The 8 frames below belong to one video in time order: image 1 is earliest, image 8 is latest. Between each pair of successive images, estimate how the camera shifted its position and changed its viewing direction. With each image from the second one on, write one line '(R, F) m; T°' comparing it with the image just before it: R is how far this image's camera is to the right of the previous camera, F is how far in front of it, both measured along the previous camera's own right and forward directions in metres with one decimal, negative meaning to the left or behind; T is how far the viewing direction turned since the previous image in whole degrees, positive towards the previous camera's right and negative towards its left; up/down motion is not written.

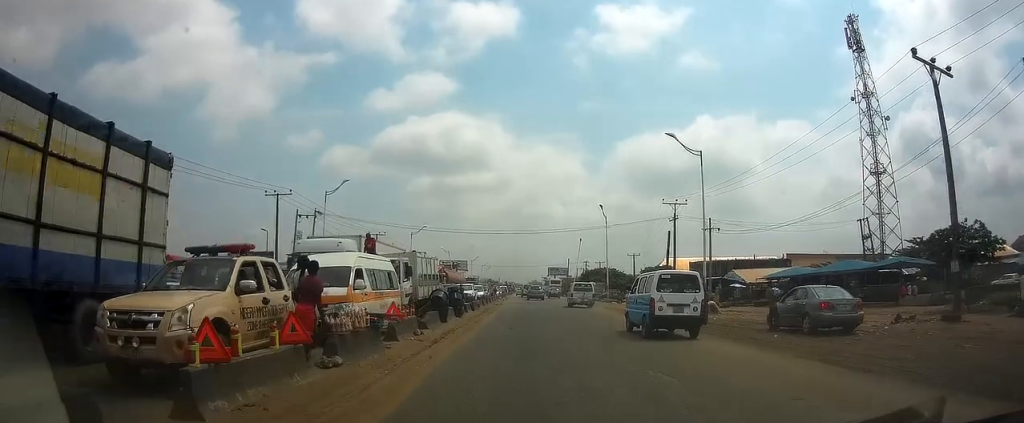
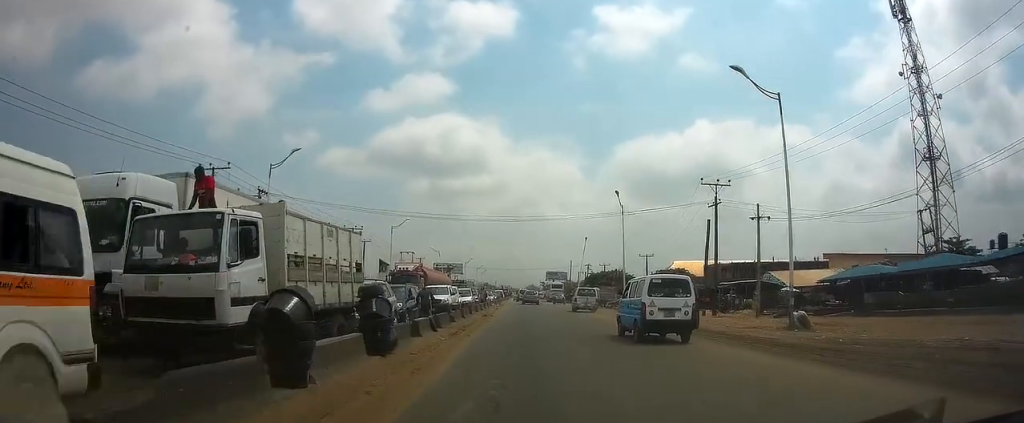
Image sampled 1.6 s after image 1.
(+0.1, +12.4) m; +1°
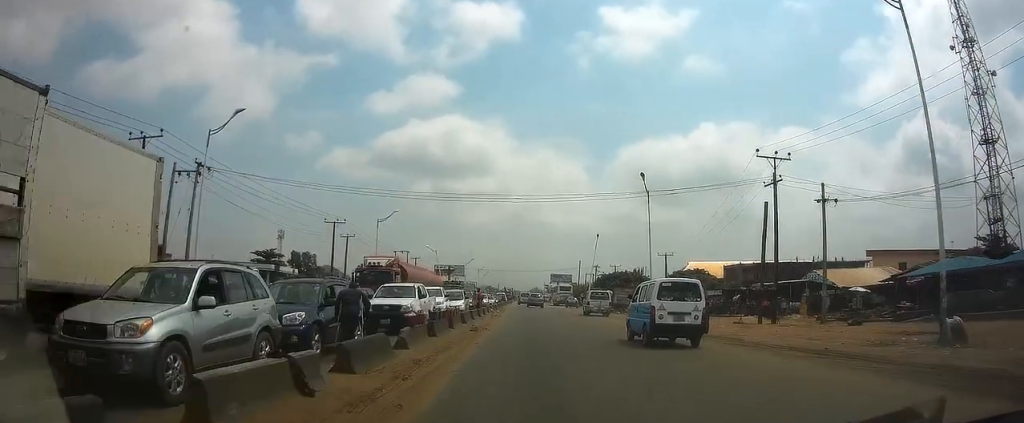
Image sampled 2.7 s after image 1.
(+0.1, +9.7) m; 0°
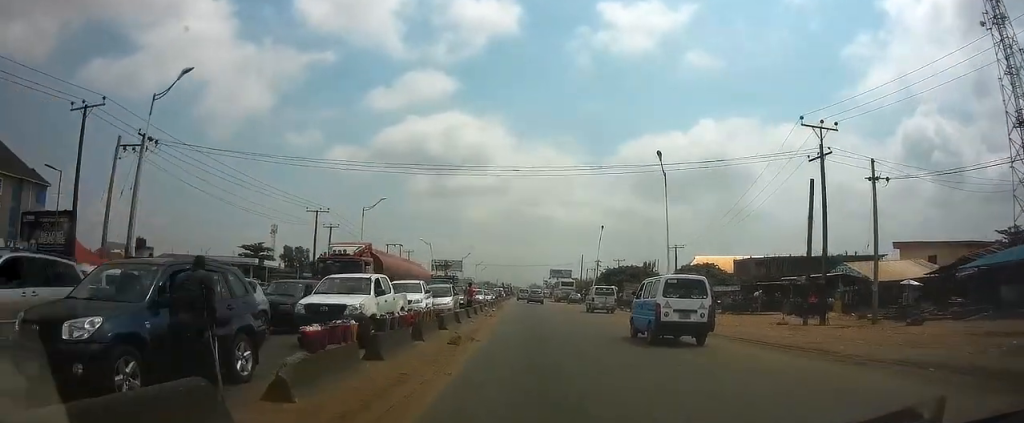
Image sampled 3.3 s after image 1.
(0.0, +5.9) m; 0°
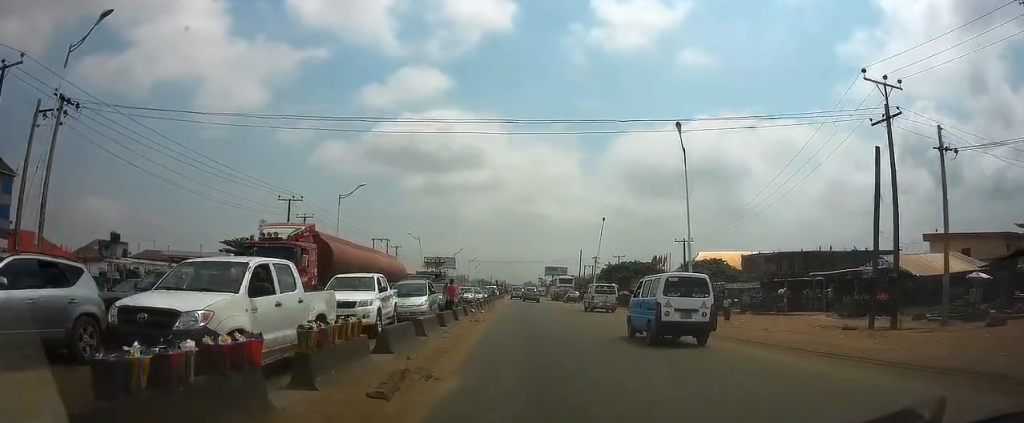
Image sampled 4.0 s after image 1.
(0.0, +6.6) m; 0°
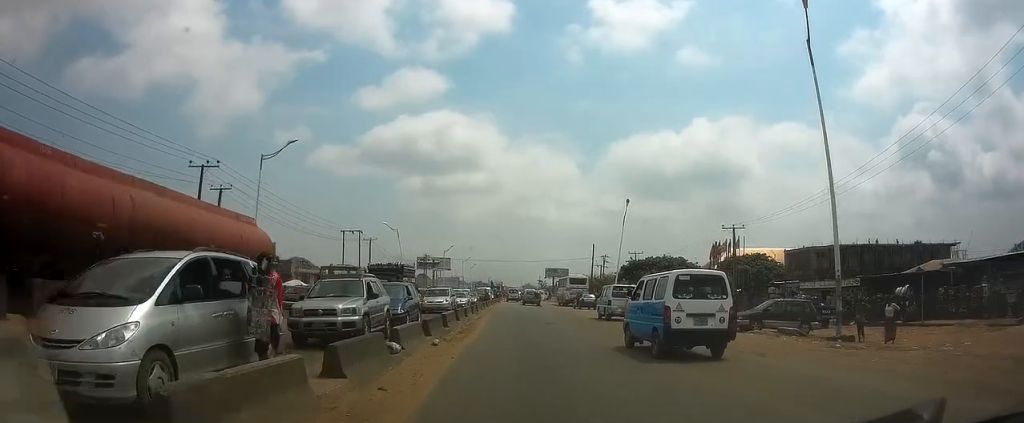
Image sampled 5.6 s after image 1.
(+0.1, +16.7) m; +1°
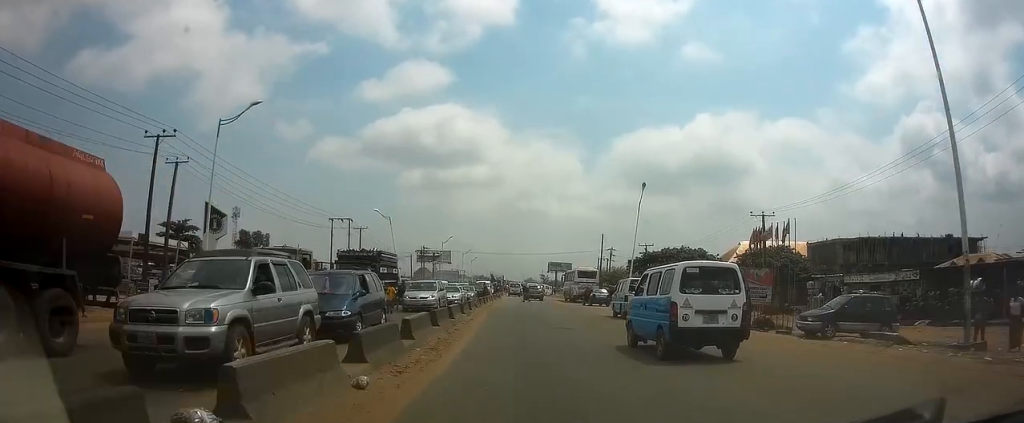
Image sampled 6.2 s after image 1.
(+0.1, +6.3) m; 0°
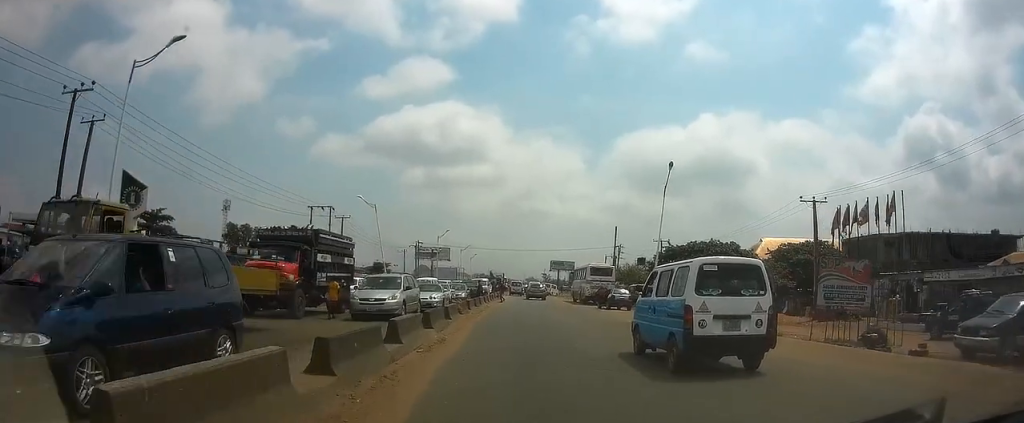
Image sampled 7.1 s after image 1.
(-0.1, +8.8) m; -1°
